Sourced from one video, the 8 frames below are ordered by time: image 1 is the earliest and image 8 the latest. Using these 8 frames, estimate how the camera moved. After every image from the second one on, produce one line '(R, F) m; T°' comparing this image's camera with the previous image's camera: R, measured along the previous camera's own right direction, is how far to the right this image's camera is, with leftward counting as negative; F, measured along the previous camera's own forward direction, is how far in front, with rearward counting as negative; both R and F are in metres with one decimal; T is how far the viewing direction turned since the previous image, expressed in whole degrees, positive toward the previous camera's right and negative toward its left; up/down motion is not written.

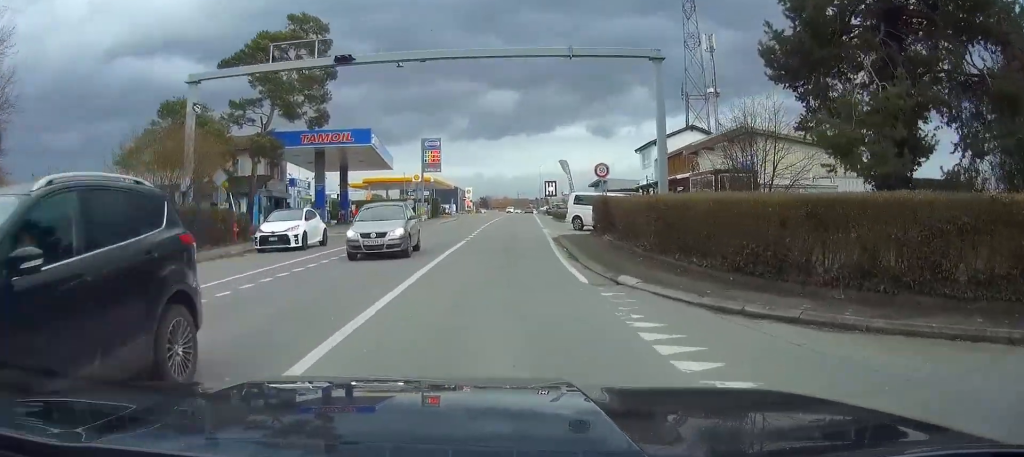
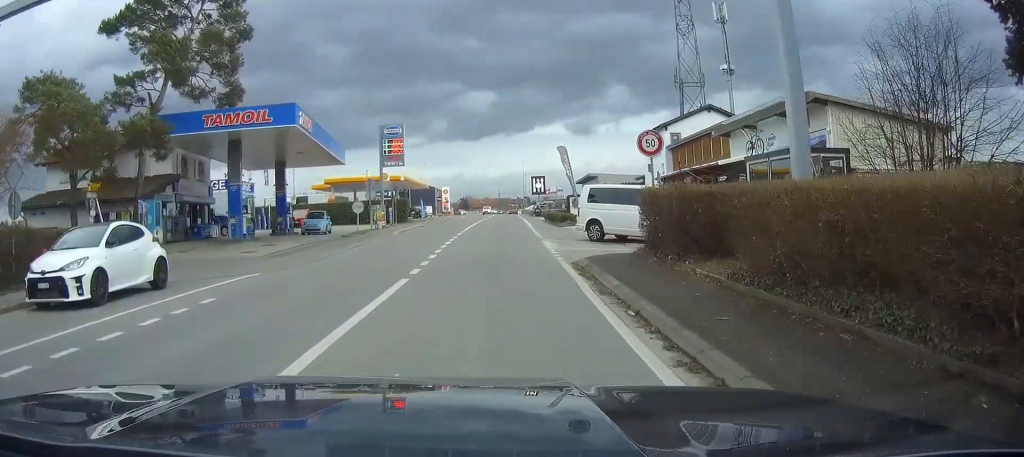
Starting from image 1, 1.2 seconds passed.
(+0.1, +12.2) m; +2°
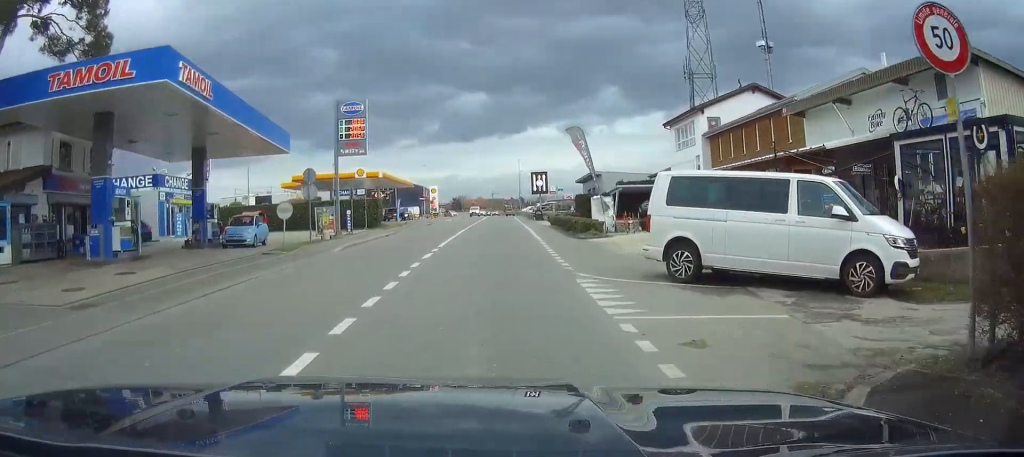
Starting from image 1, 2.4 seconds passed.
(+0.4, +12.2) m; +2°
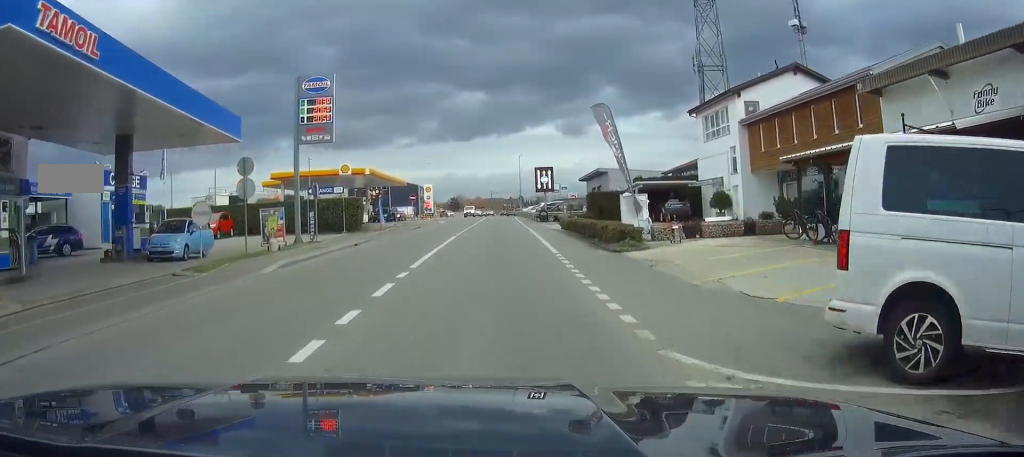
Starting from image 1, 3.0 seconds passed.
(0.0, +7.6) m; 0°
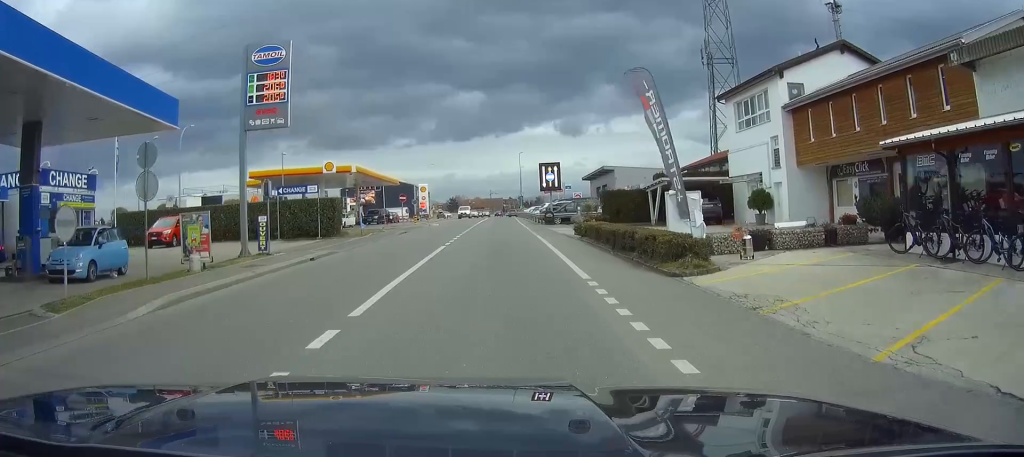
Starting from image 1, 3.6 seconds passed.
(0.0, +6.3) m; 0°
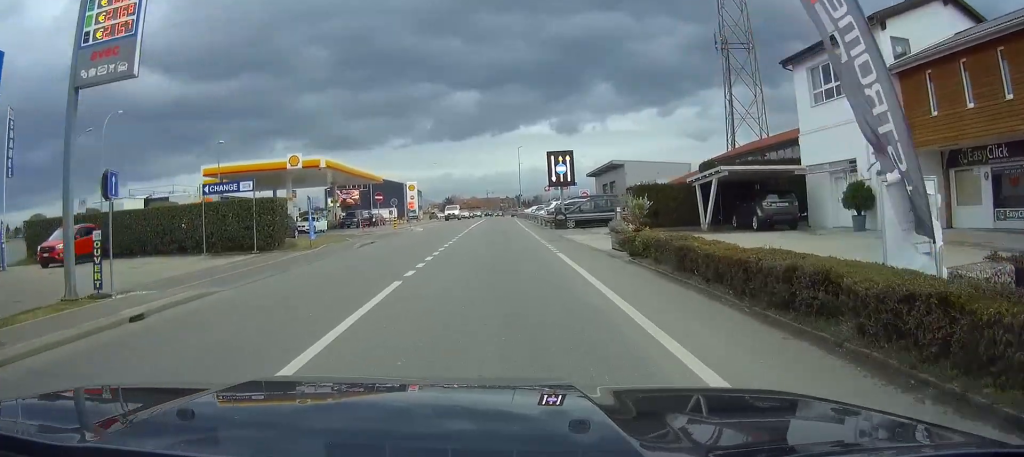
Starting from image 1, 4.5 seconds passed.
(0.0, +10.4) m; +1°
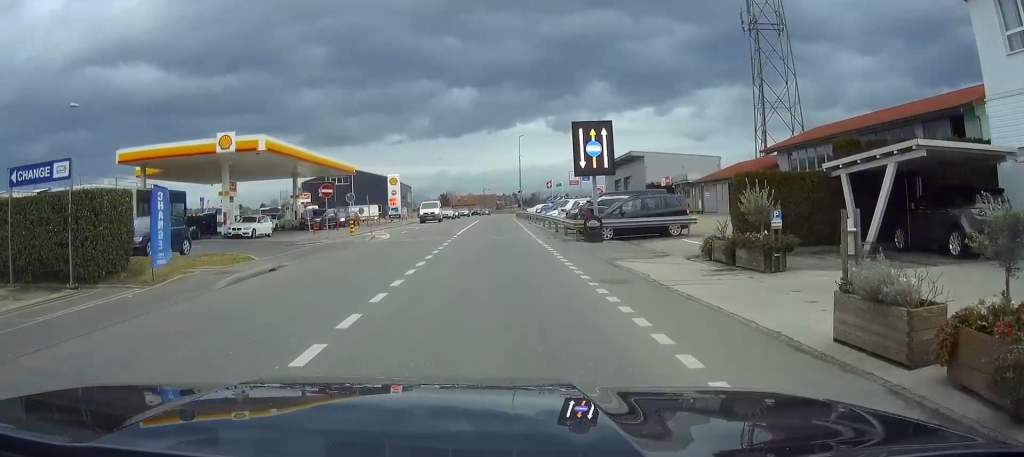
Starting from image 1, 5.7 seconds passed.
(+0.1, +13.8) m; +1°
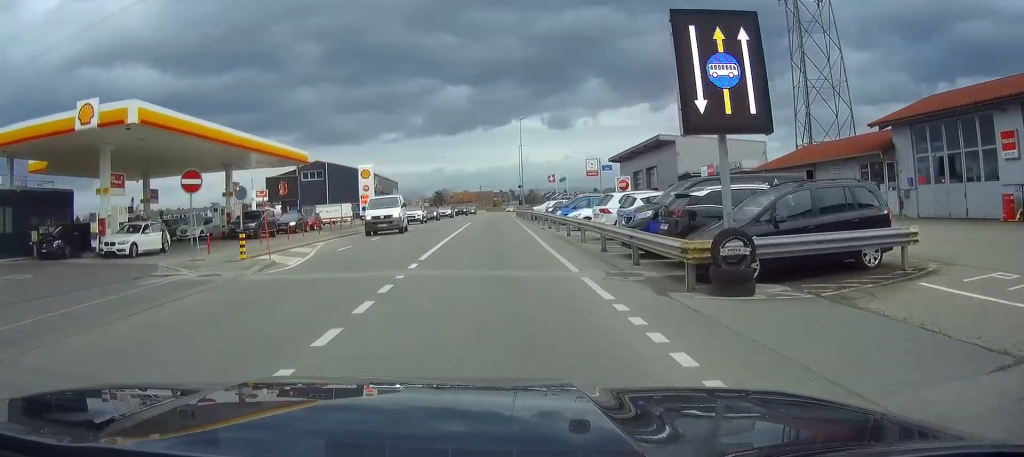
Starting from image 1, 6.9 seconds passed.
(+0.1, +14.9) m; +2°
